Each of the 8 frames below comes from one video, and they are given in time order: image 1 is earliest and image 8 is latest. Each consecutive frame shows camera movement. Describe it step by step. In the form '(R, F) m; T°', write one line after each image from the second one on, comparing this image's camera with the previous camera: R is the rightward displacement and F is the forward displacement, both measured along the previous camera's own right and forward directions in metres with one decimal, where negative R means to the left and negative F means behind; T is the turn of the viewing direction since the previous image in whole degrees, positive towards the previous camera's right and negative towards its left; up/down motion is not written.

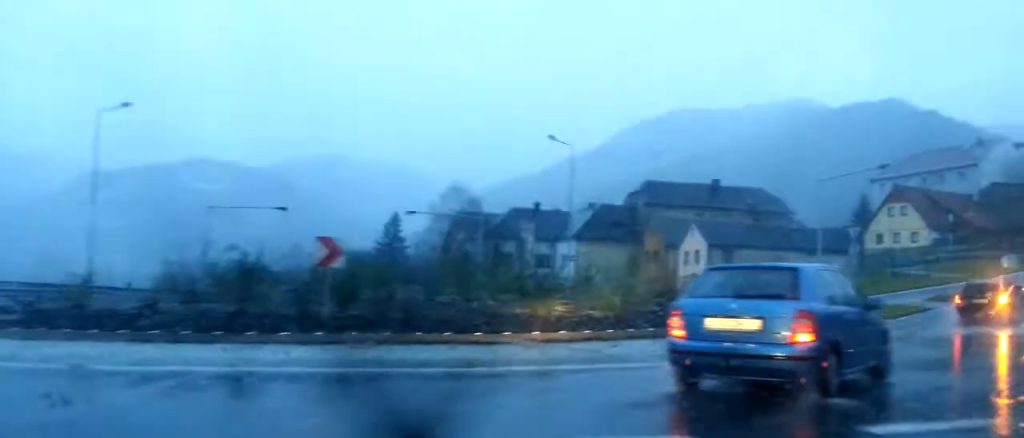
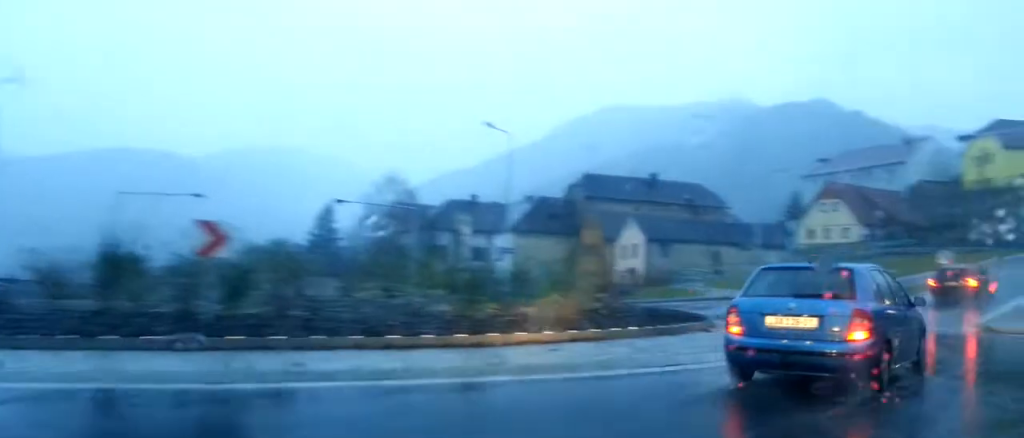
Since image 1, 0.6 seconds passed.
(+0.2, +2.0) m; +3°
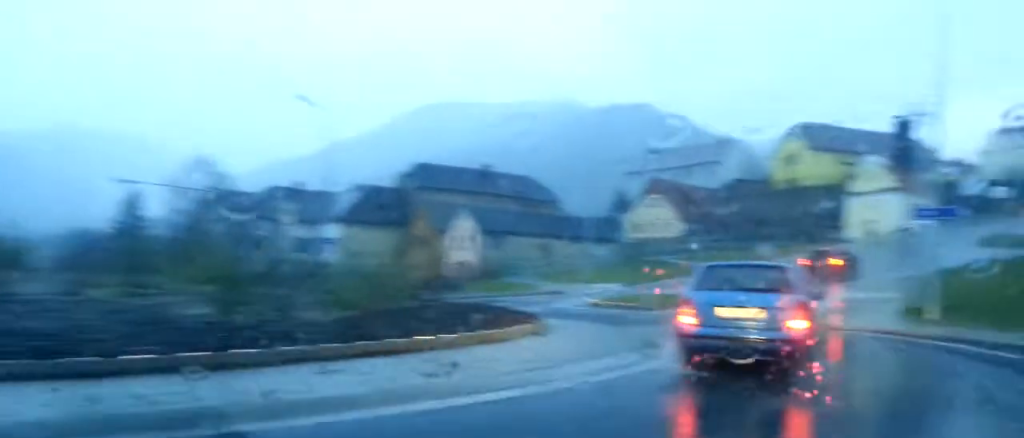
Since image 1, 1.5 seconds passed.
(+0.1, +3.0) m; -1°
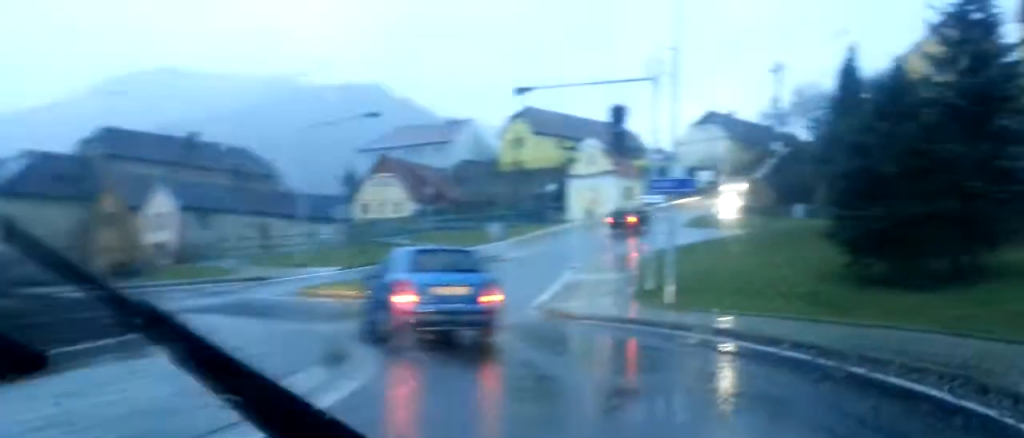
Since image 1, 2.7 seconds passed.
(-0.1, +4.6) m; +5°
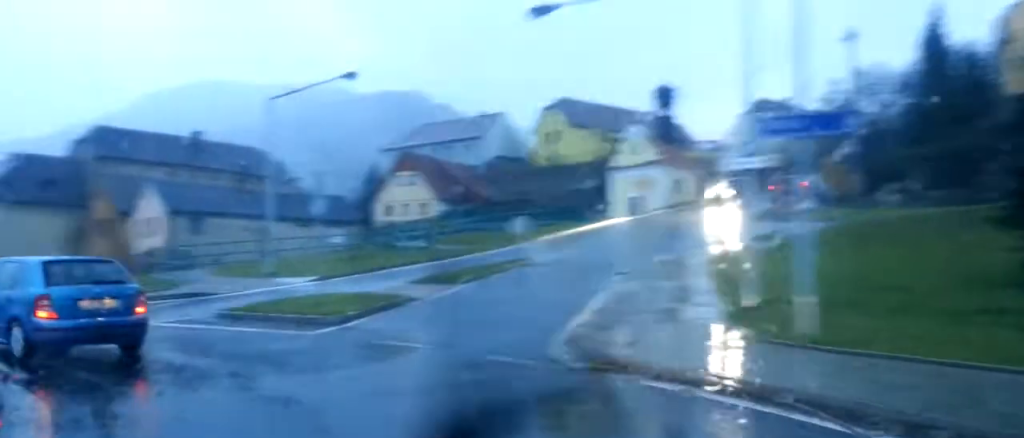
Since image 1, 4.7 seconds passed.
(+0.3, +8.1) m; -5°
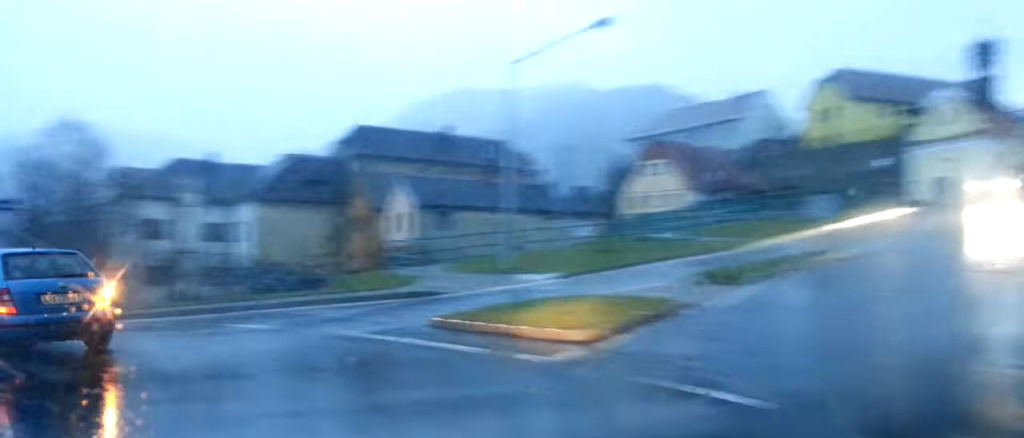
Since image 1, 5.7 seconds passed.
(-0.5, +5.1) m; -10°
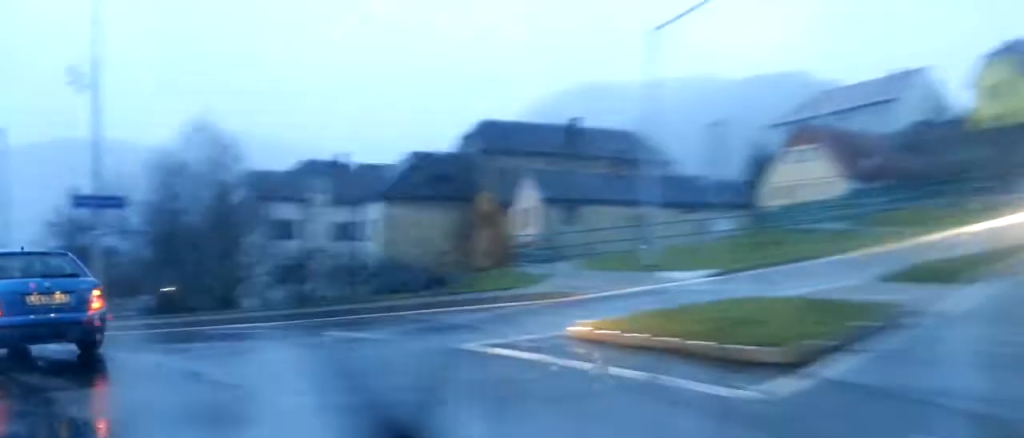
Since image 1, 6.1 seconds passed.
(0.0, +2.6) m; -5°
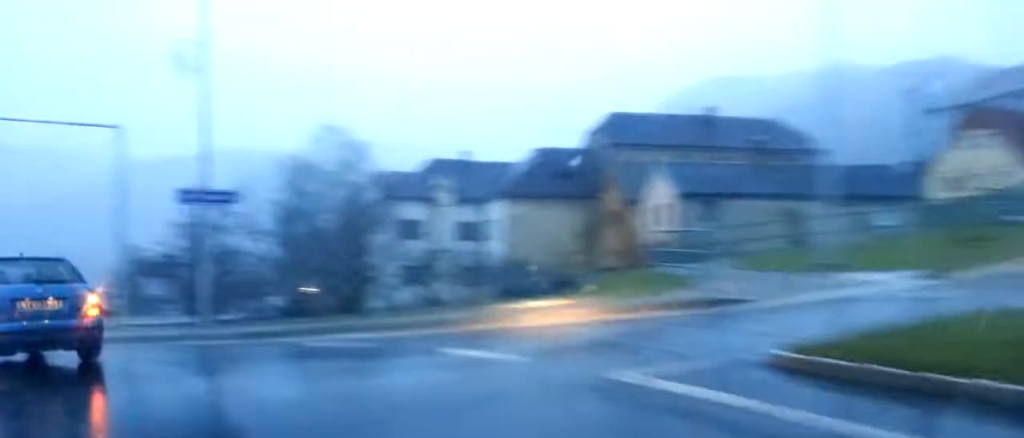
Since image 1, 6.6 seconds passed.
(-0.2, +2.8) m; -6°
